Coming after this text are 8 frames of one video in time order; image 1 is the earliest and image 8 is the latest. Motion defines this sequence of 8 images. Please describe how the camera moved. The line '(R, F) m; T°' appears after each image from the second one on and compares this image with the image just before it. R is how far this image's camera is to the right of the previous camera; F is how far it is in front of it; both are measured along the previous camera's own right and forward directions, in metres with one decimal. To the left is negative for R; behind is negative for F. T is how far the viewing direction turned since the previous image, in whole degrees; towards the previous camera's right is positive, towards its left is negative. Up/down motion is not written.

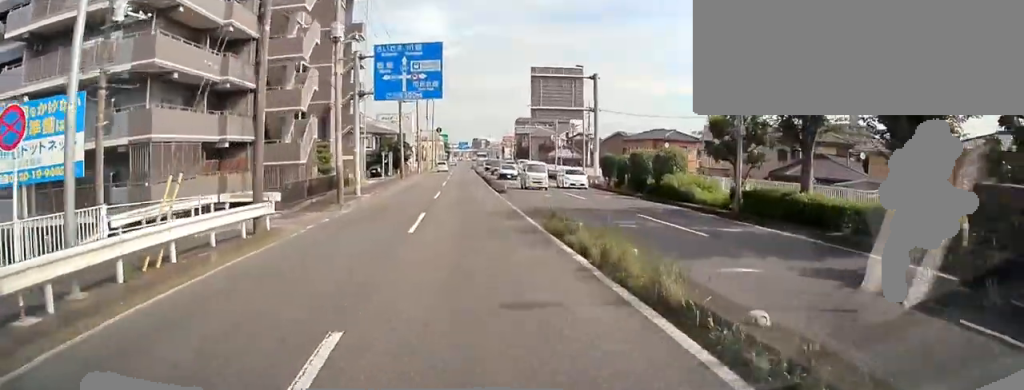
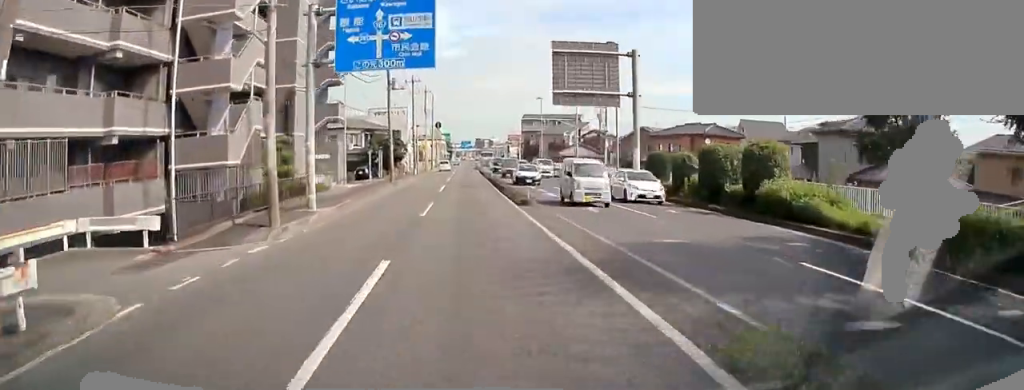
(0.0, +10.7) m; 0°
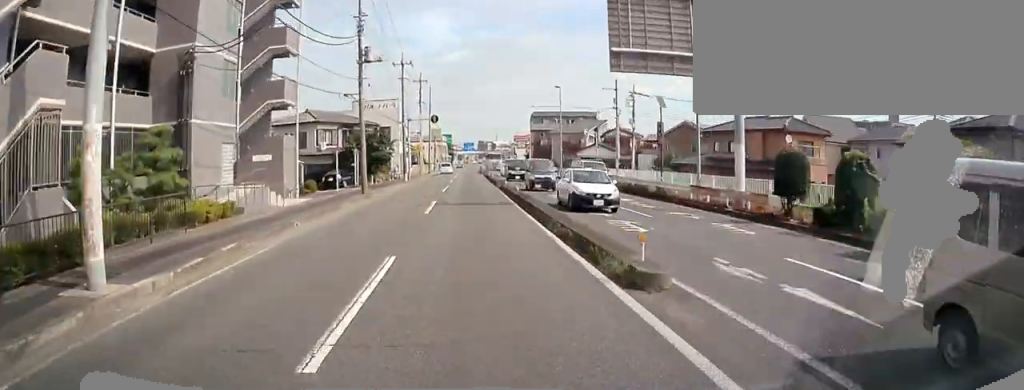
(0.0, +14.5) m; 0°
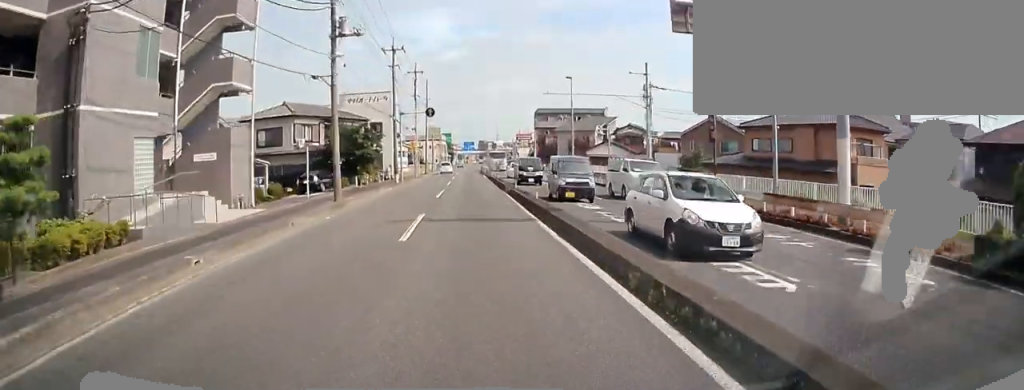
(0.0, +7.3) m; 0°
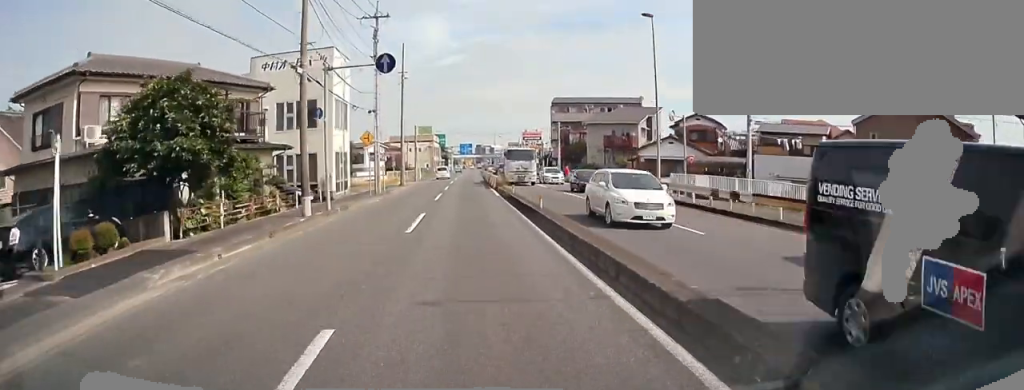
(-0.2, +27.8) m; -1°
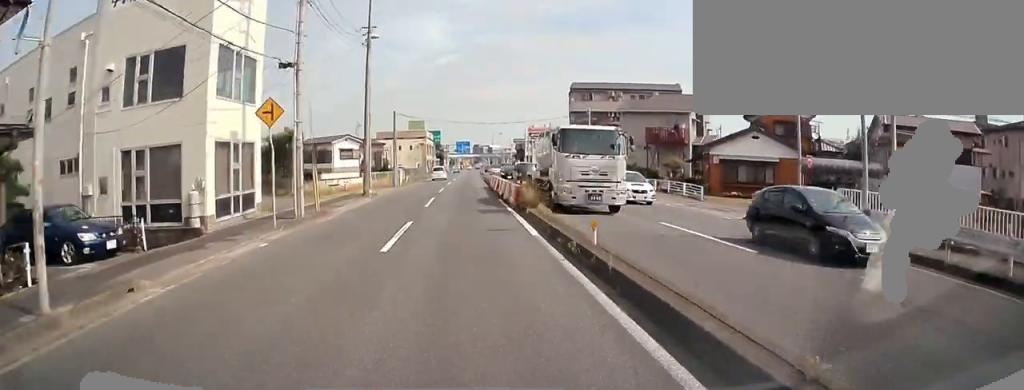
(+0.1, +18.5) m; +1°
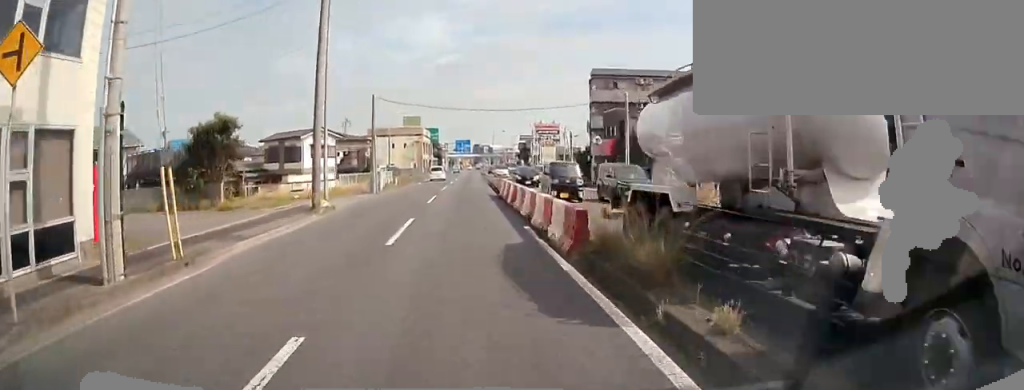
(+0.2, +12.2) m; +1°
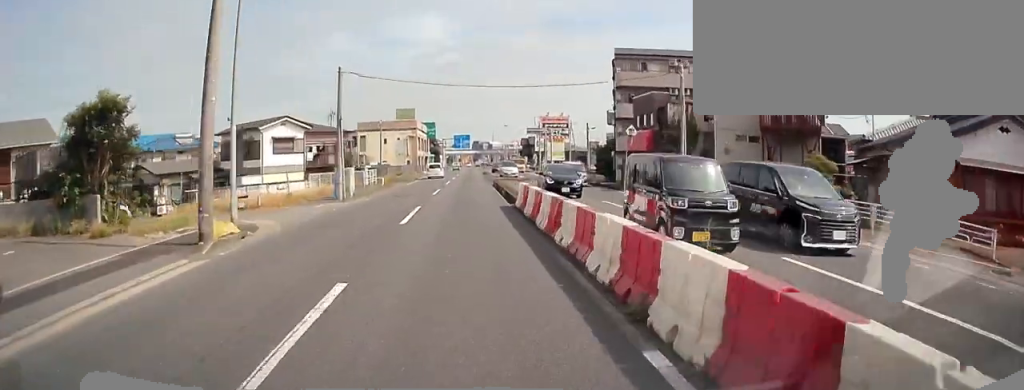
(+0.1, +10.7) m; 0°
